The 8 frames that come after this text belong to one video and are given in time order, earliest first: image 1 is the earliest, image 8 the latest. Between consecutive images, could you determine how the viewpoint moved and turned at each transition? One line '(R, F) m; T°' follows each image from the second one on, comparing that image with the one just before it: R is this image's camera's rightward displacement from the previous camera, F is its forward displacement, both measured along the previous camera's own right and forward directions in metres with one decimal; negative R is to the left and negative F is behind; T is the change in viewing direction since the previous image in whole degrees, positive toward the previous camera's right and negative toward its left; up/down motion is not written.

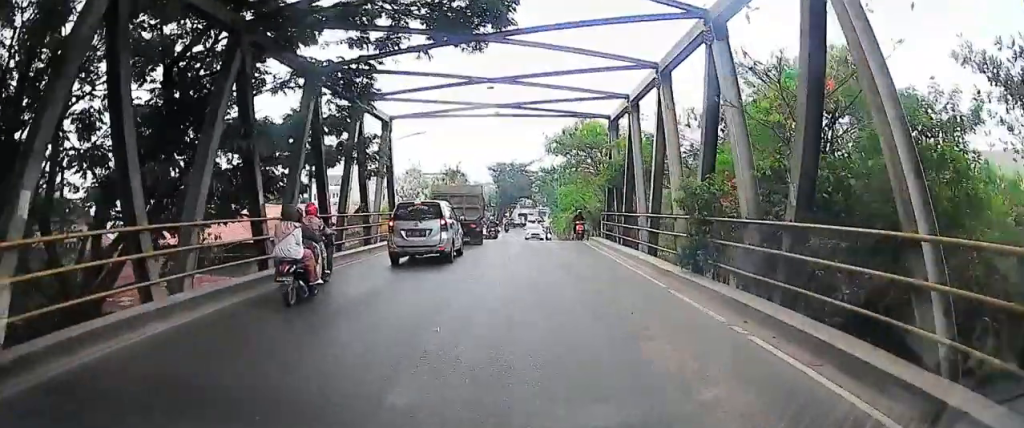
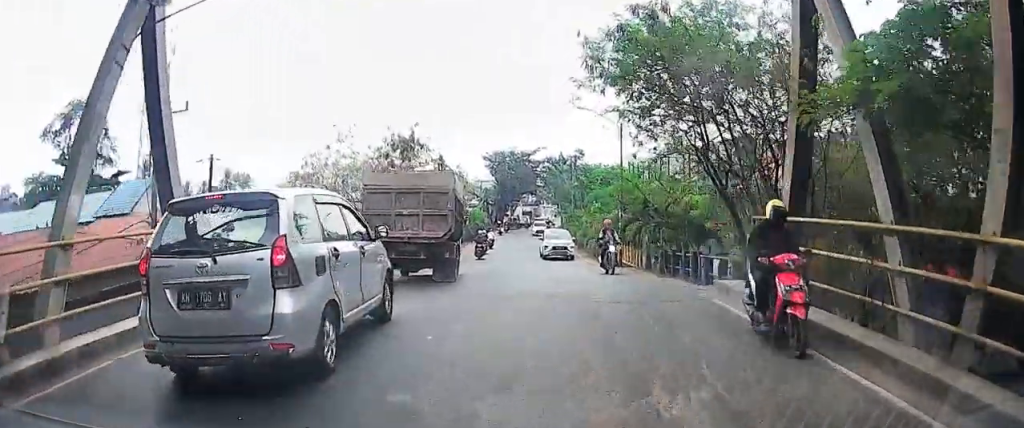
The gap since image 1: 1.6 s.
(-0.7, +26.4) m; 0°
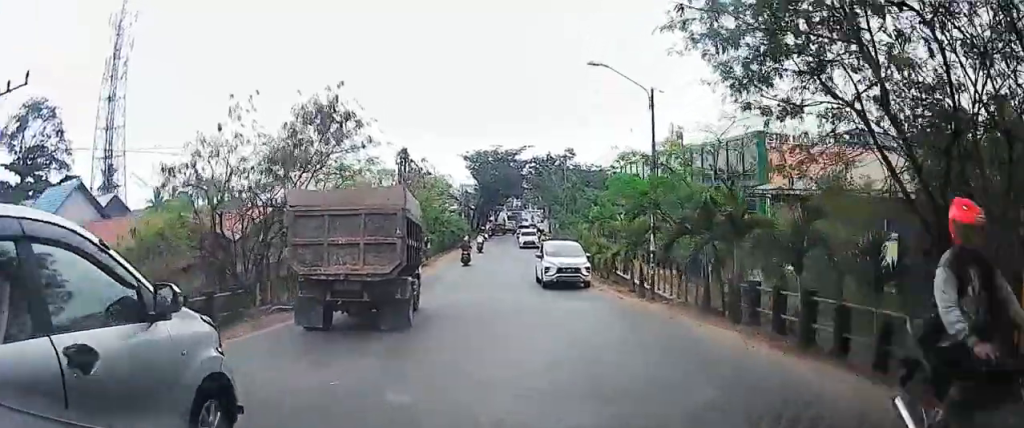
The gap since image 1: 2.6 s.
(+0.7, +14.4) m; +2°
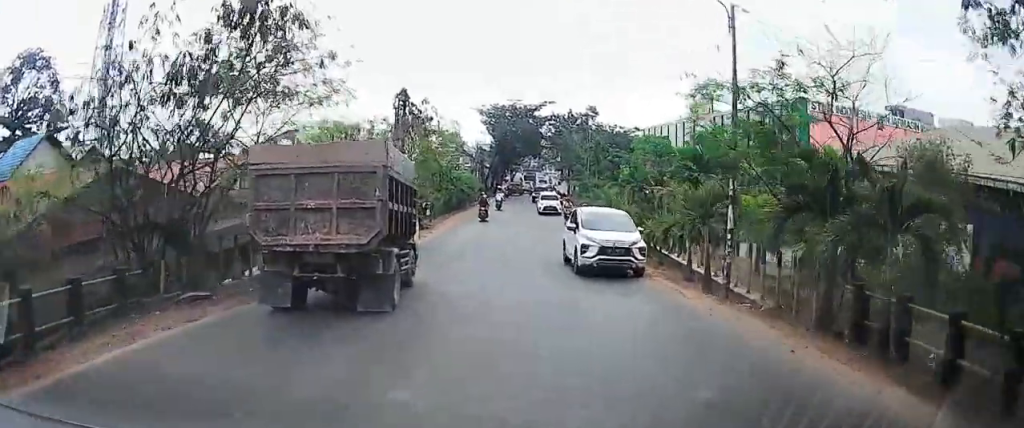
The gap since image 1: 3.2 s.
(-0.2, +7.0) m; 0°
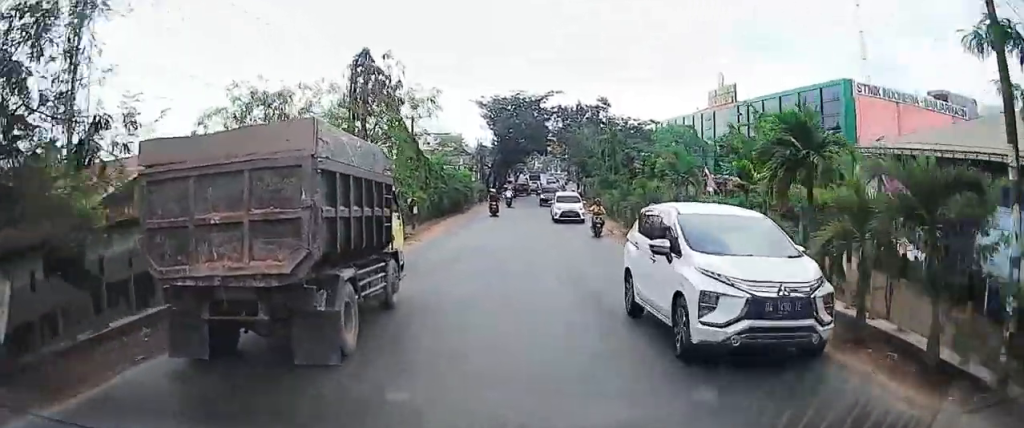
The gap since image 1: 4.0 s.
(0.0, +8.4) m; 0°
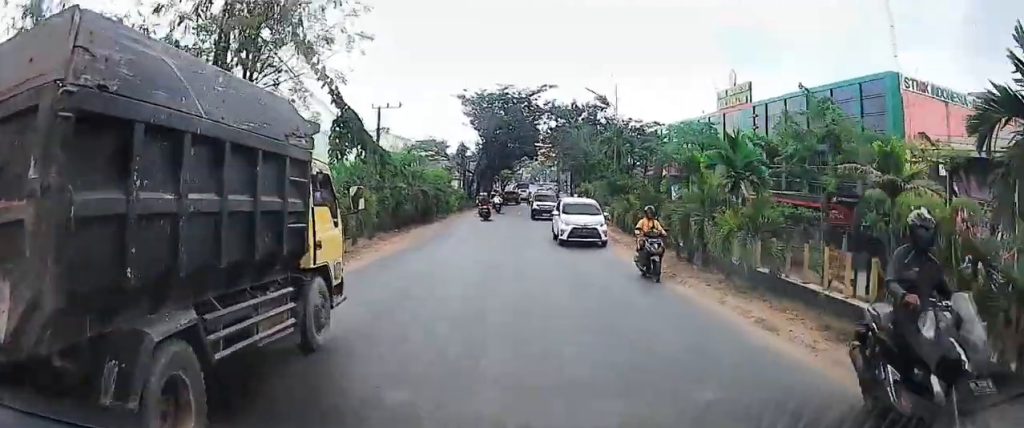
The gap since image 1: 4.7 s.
(+0.1, +6.7) m; 0°
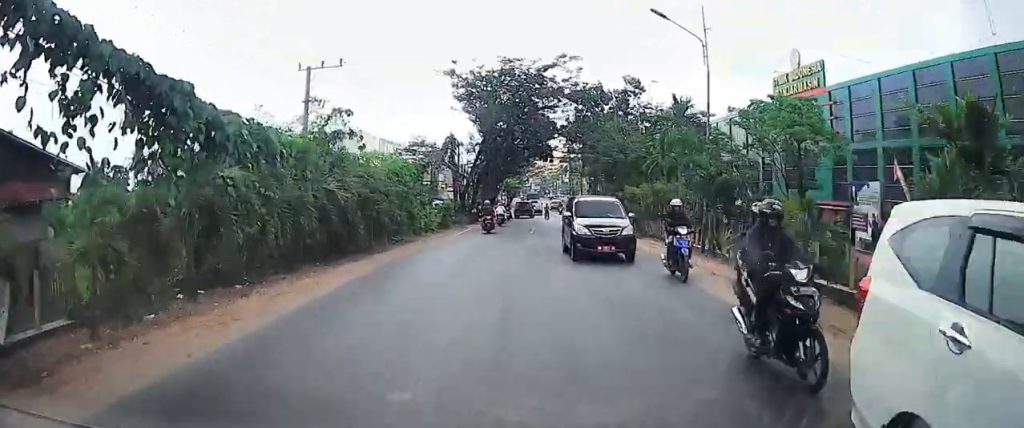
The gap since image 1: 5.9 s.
(-0.2, +10.6) m; -1°
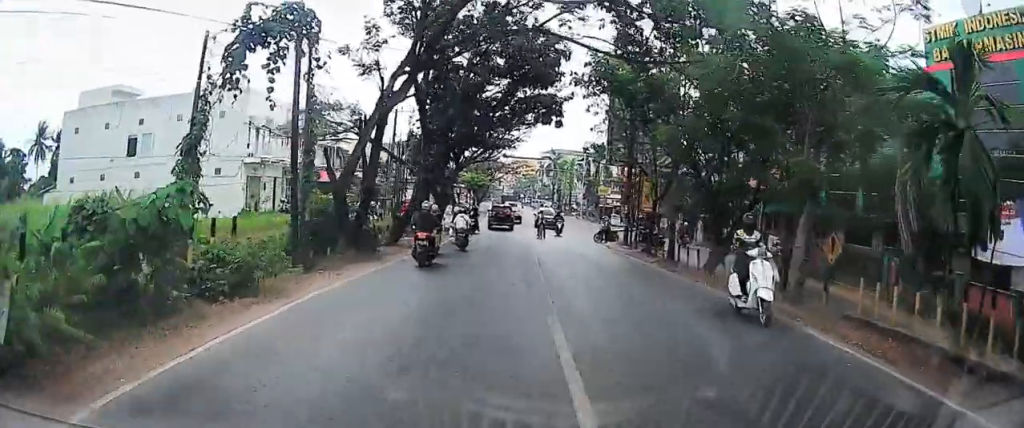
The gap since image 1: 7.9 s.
(-0.2, +22.9) m; 0°
